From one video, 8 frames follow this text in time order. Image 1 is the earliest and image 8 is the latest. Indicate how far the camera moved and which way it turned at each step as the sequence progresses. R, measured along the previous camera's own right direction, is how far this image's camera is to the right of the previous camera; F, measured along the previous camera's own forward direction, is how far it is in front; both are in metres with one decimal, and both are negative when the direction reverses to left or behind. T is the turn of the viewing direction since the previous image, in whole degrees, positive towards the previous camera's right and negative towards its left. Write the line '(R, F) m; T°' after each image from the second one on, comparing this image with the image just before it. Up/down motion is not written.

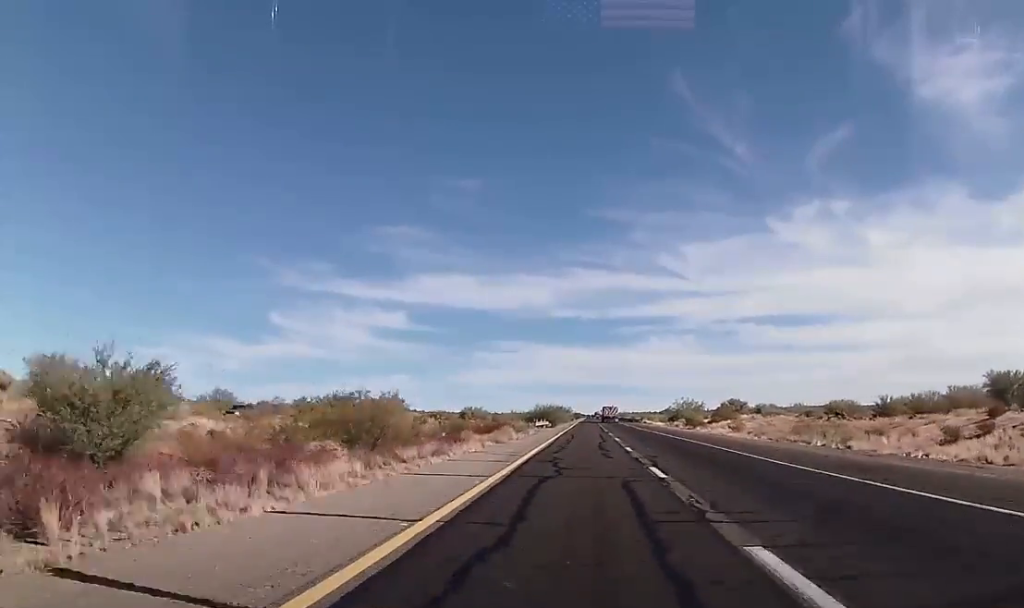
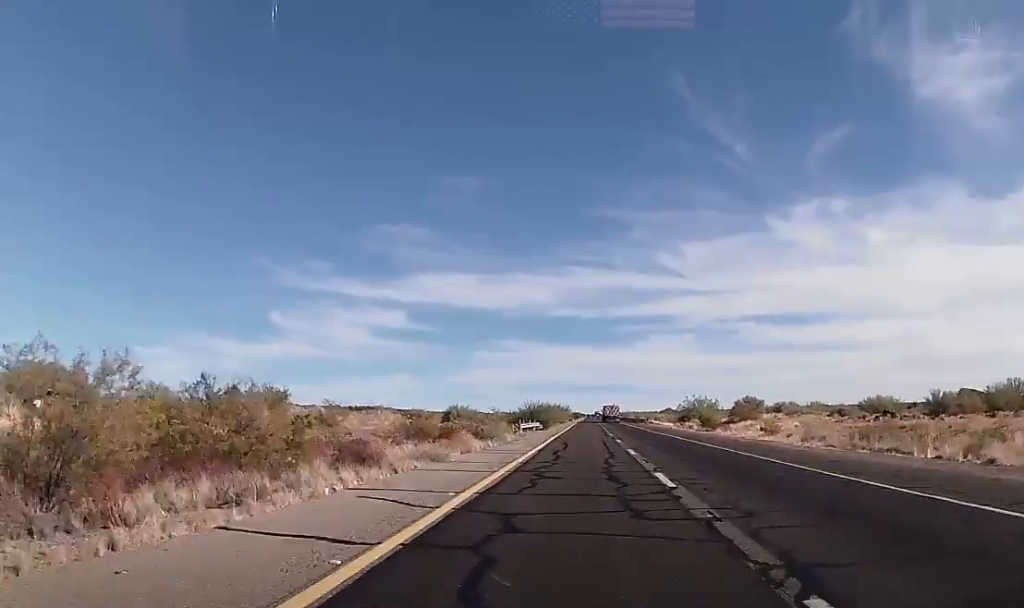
(+0.2, +14.4) m; 0°
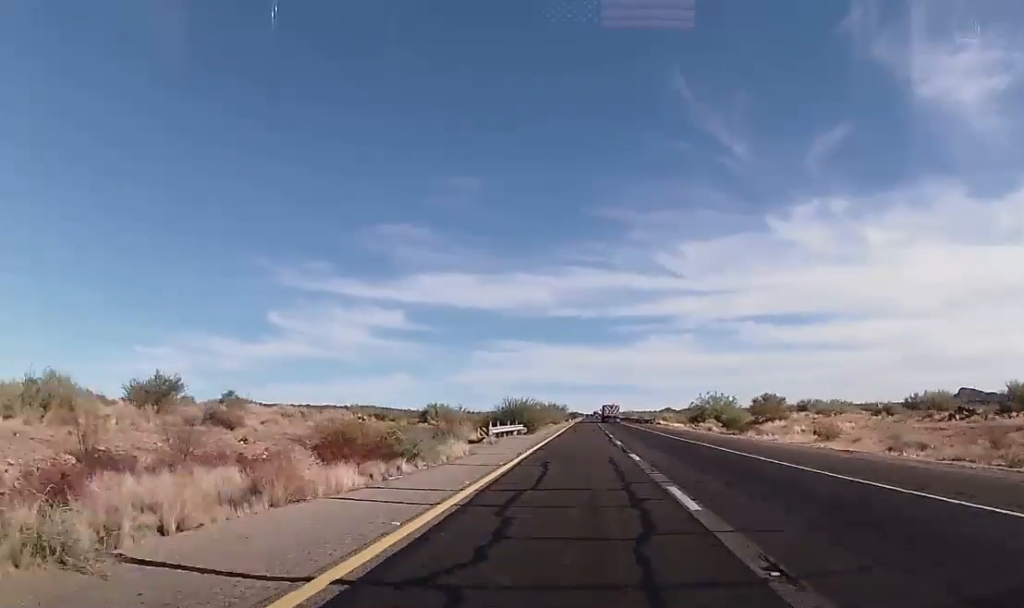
(-0.2, +15.5) m; 0°
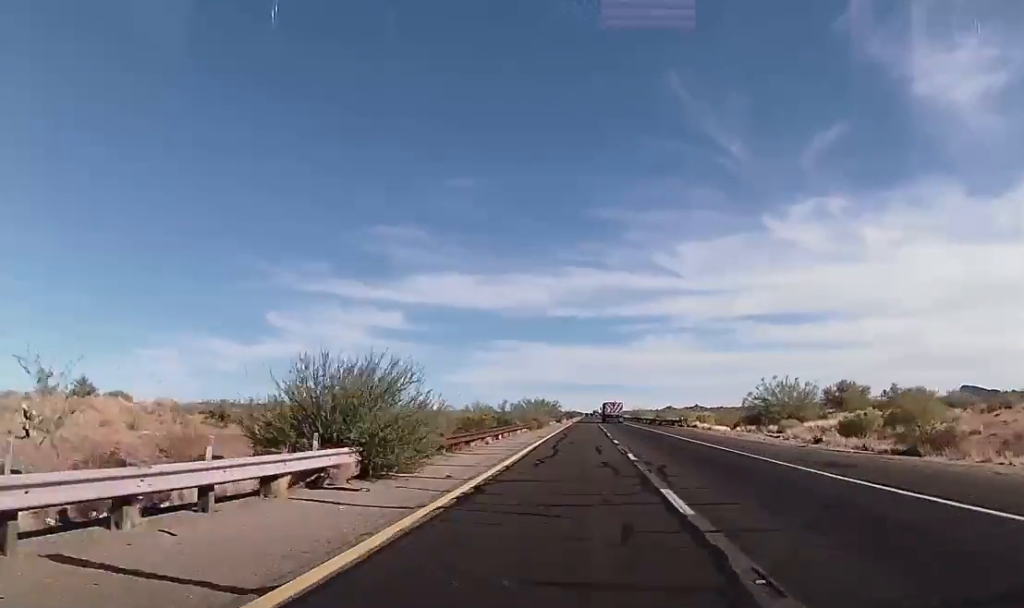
(-0.2, +36.5) m; 0°
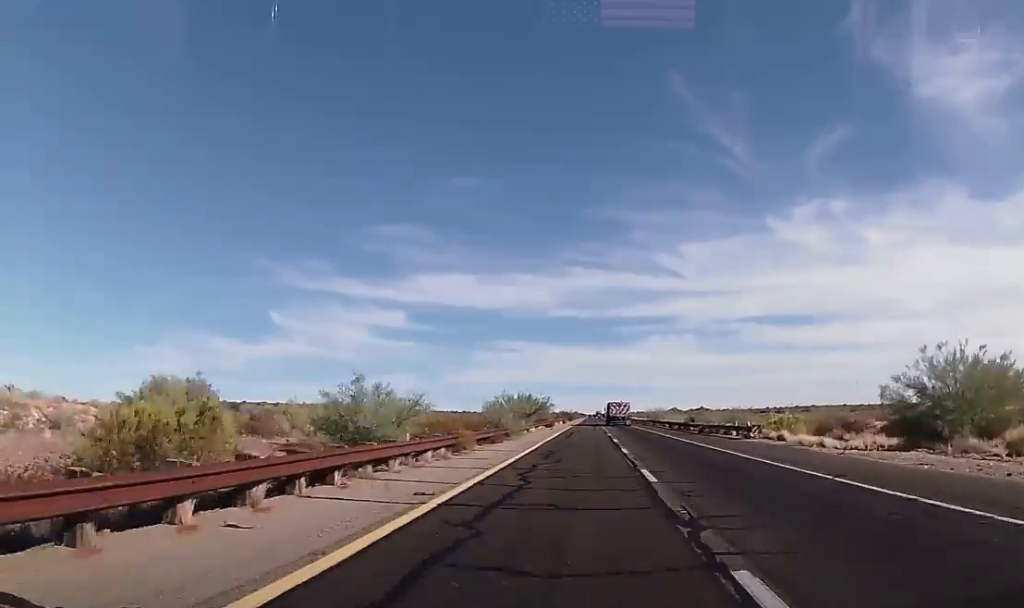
(+0.1, +31.2) m; 0°
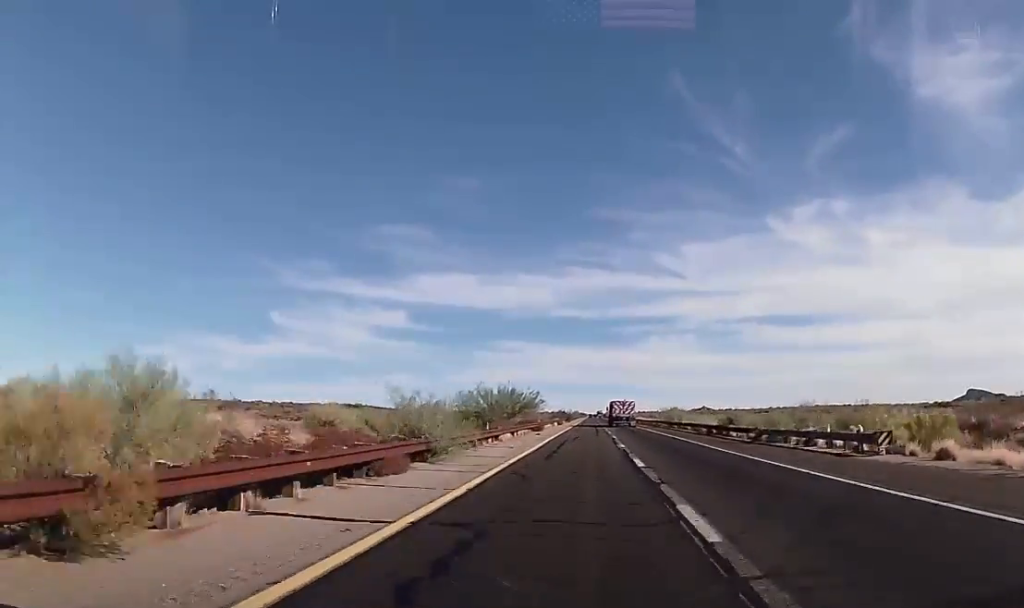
(0.0, +19.1) m; 0°
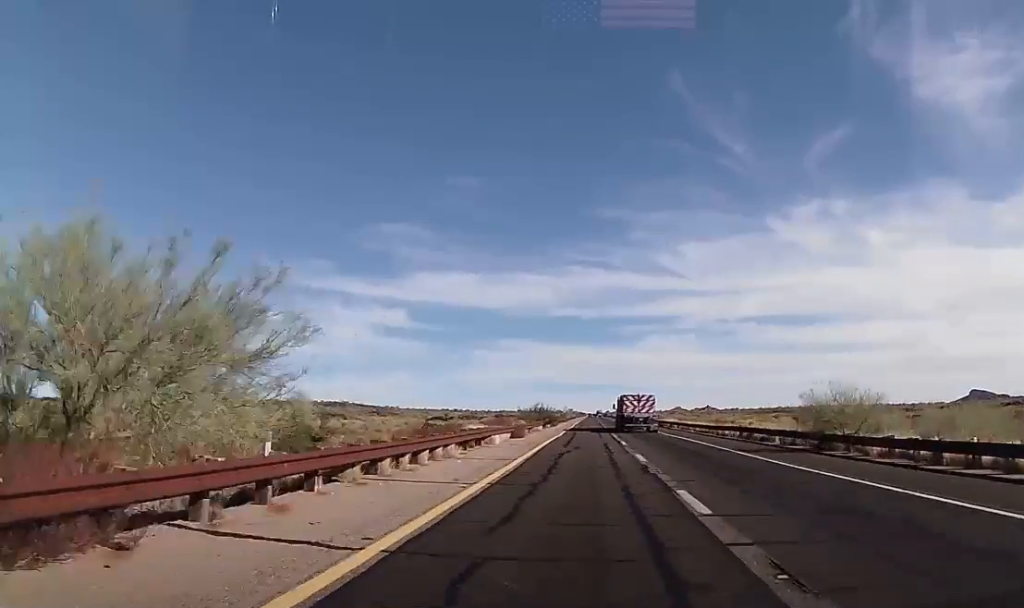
(-0.3, +57.8) m; -1°
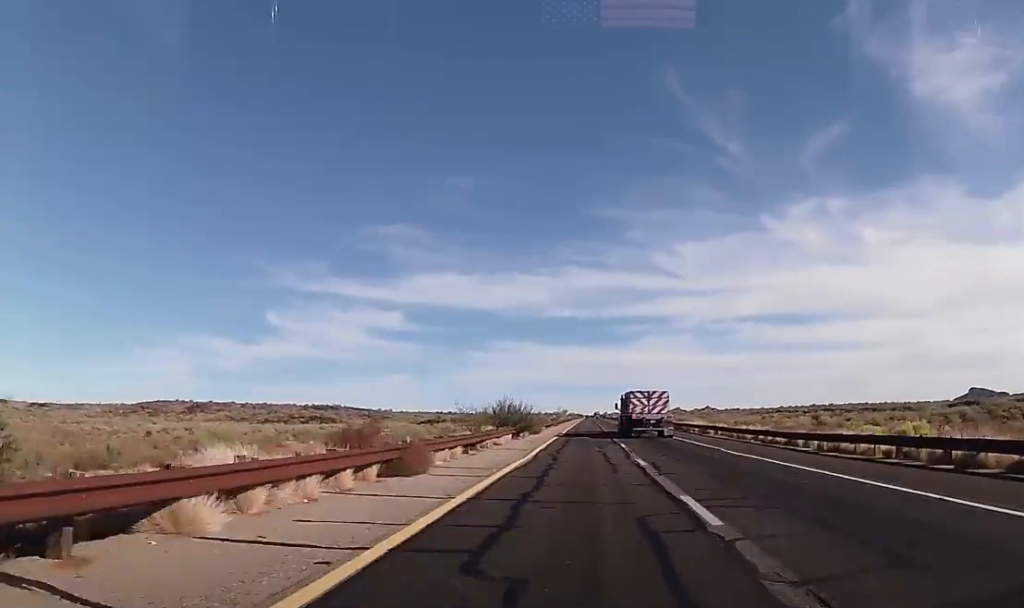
(-0.1, +26.2) m; 0°
